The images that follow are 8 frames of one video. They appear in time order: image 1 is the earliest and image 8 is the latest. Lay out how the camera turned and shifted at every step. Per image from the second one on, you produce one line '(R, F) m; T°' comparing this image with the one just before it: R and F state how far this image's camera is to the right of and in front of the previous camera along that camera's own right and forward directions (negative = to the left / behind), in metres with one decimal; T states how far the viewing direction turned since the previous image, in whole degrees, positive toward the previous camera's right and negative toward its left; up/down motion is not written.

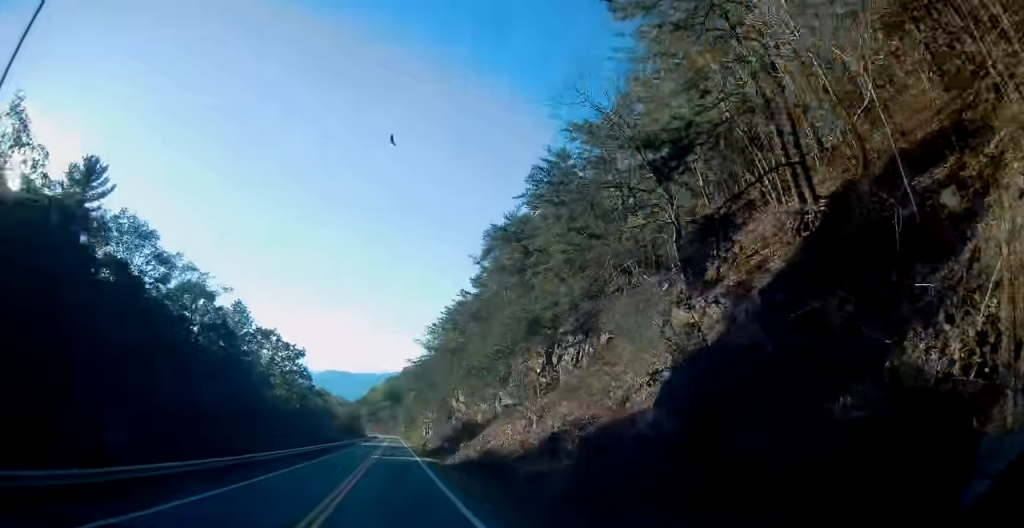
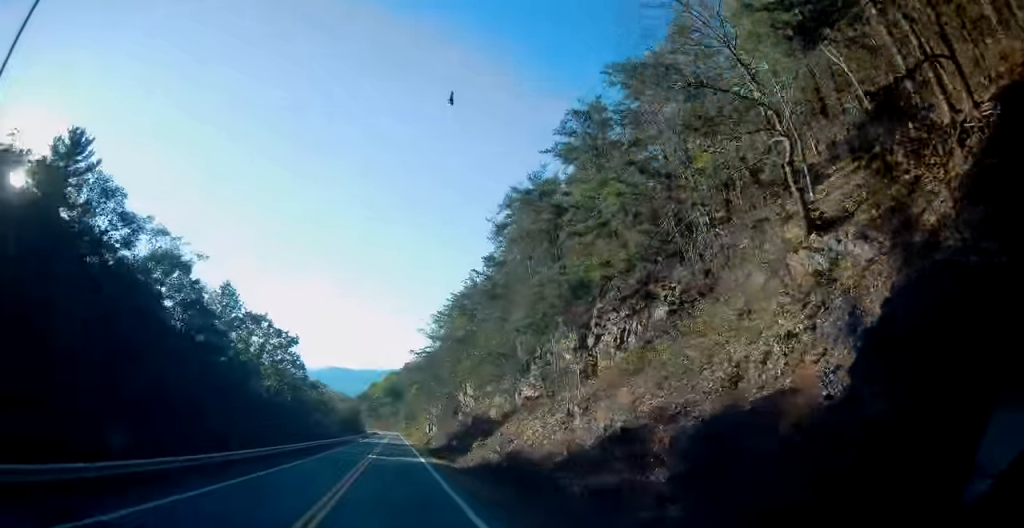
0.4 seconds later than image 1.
(0.0, +6.4) m; 0°
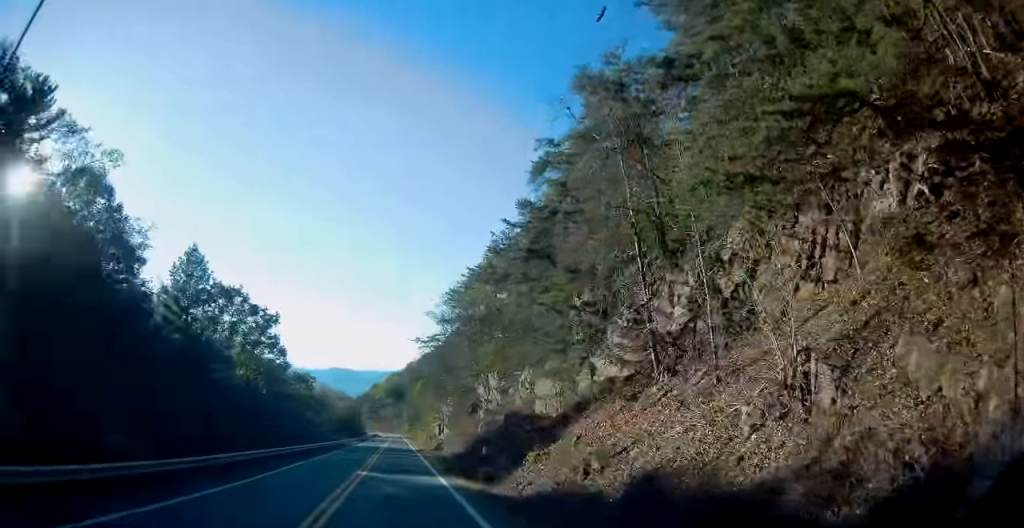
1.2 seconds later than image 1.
(+0.2, +13.5) m; 0°
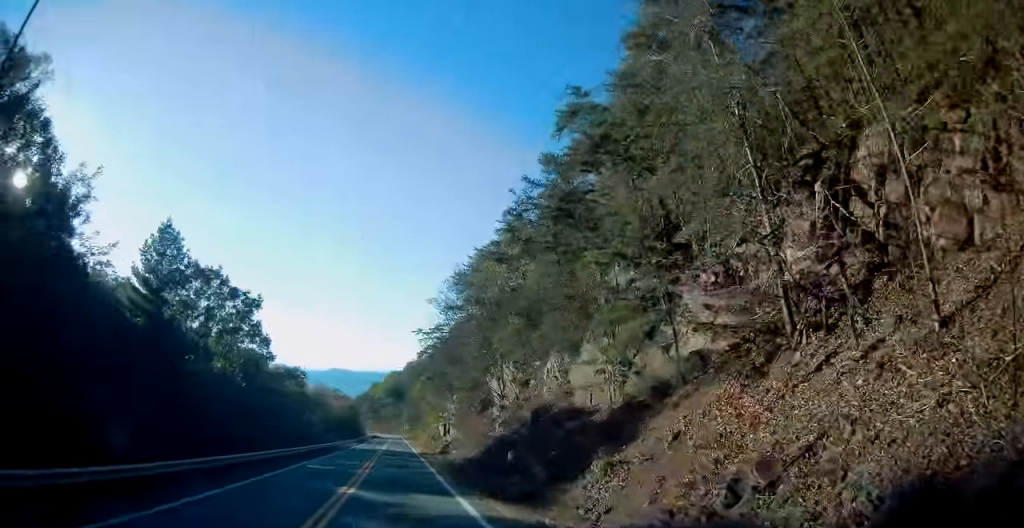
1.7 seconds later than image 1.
(-0.1, +7.1) m; 0°
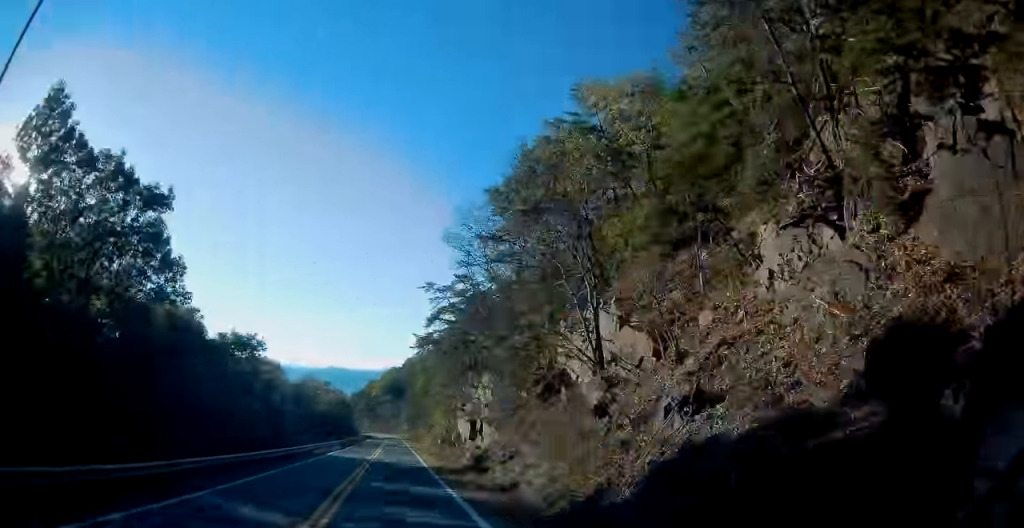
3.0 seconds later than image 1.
(0.0, +21.2) m; 0°
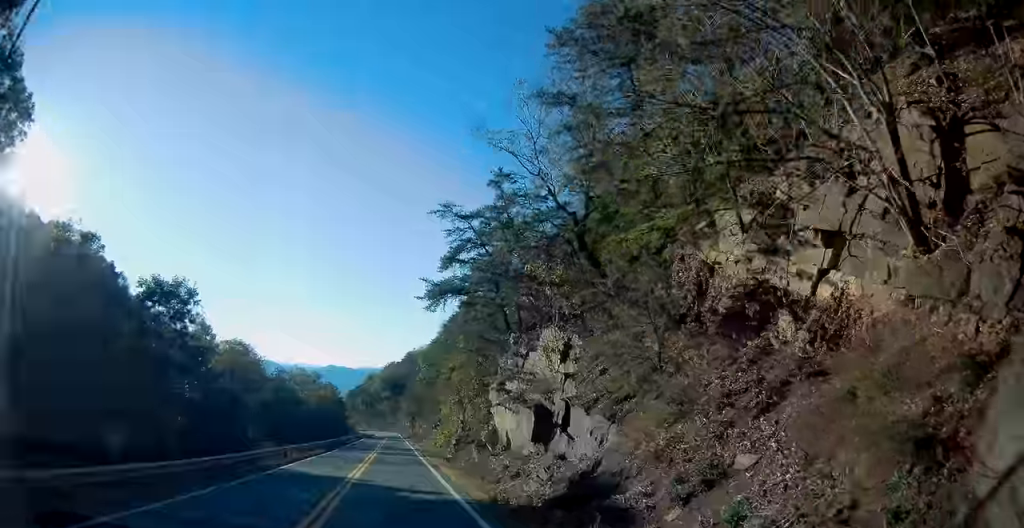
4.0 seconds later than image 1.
(-0.1, +16.3) m; -1°
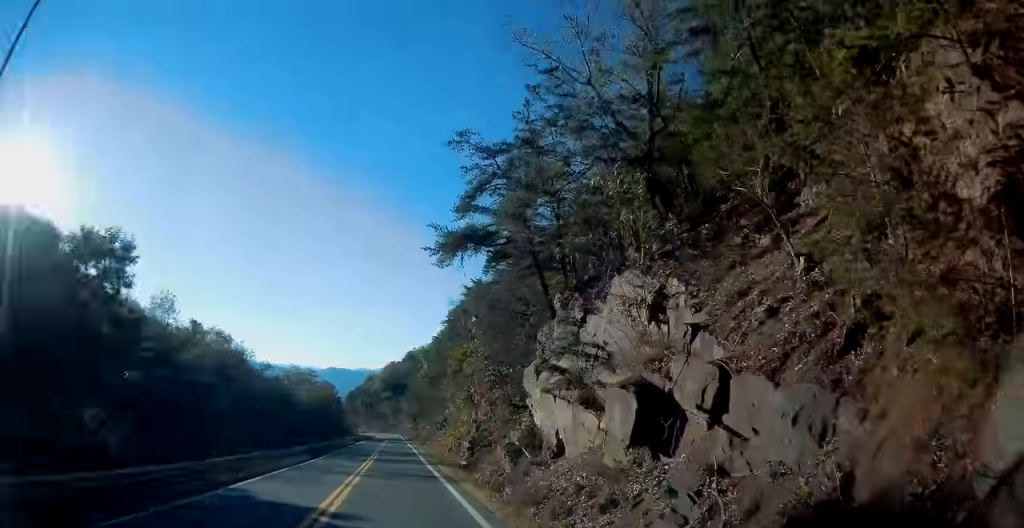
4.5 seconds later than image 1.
(0.0, +8.2) m; 0°
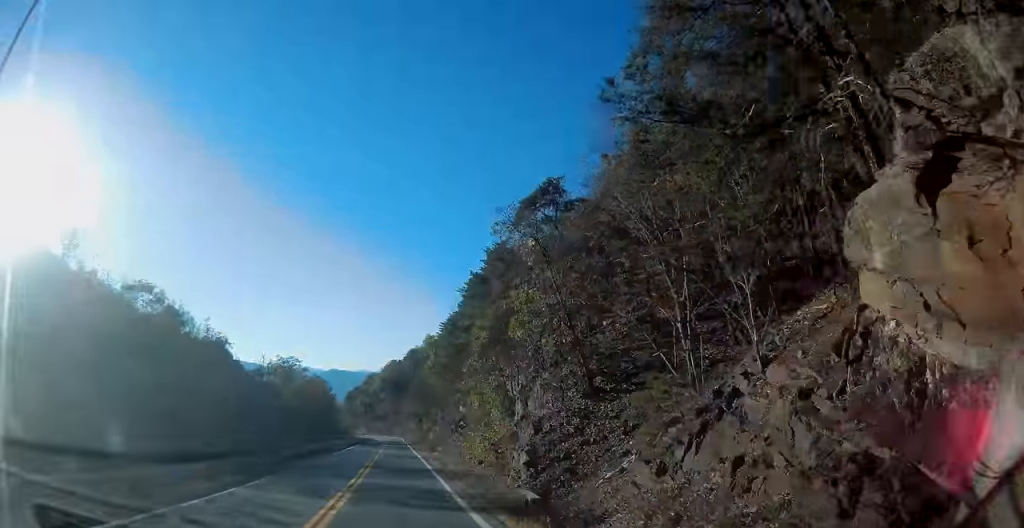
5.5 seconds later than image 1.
(0.0, +17.5) m; 0°
